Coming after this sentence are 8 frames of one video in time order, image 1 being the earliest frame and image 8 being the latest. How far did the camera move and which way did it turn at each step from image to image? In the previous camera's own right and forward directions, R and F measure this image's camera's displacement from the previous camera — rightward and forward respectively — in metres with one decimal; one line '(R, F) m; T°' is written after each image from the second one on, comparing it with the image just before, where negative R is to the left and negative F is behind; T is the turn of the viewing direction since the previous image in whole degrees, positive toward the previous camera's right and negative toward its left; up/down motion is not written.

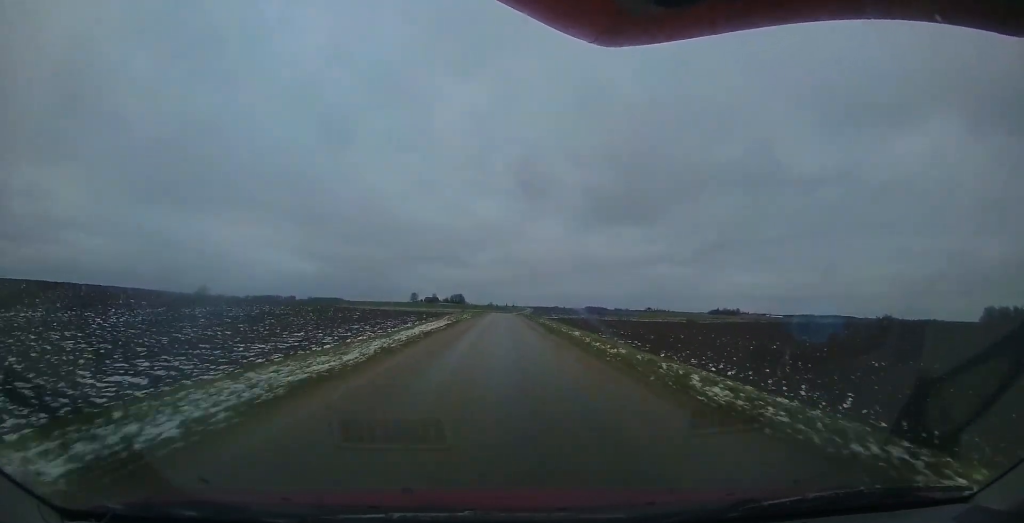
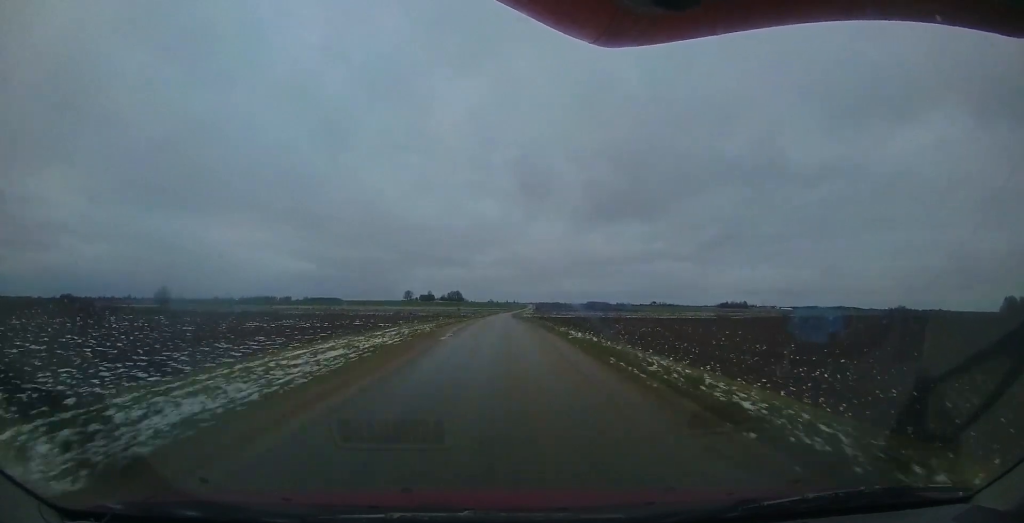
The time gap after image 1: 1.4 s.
(+0.6, +33.7) m; 0°
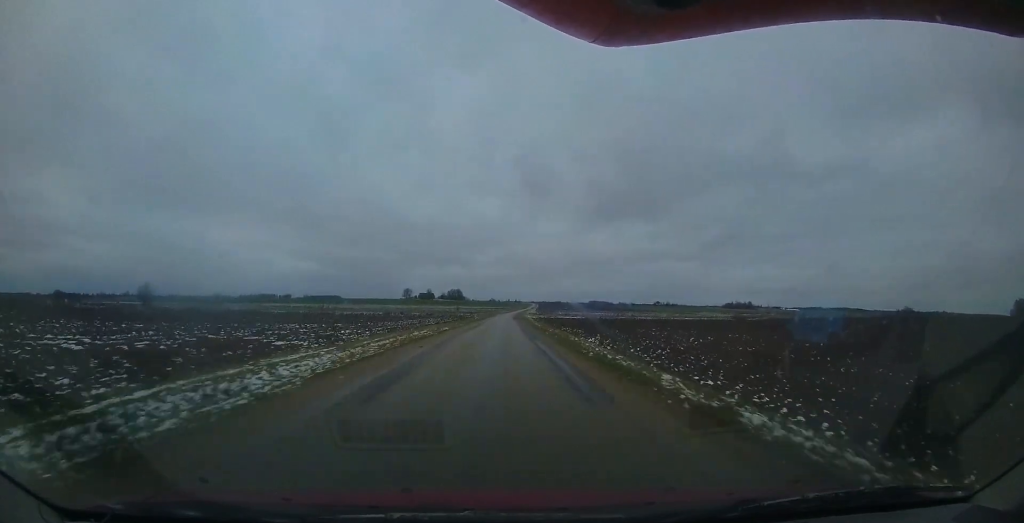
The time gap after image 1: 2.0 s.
(-0.3, +14.0) m; 0°
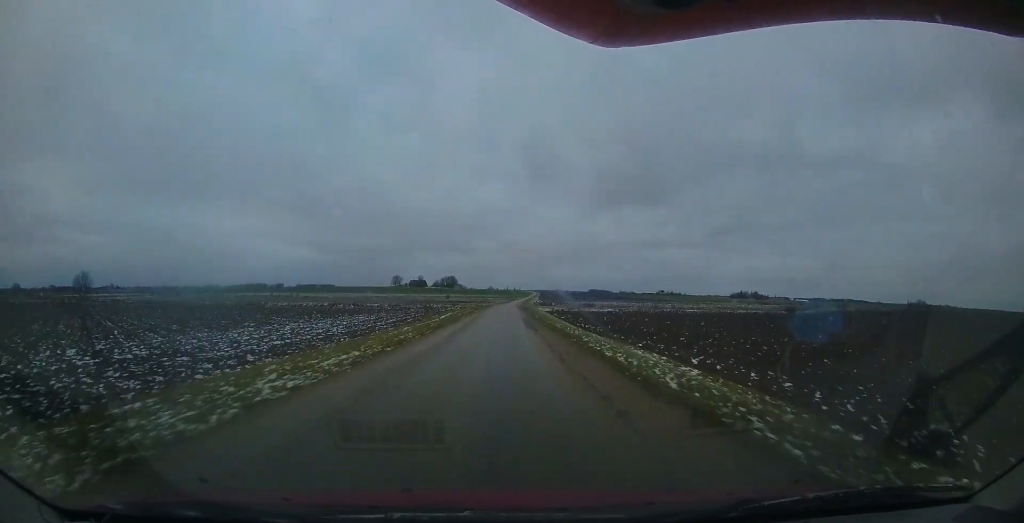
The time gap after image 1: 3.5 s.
(+0.1, +39.2) m; +1°
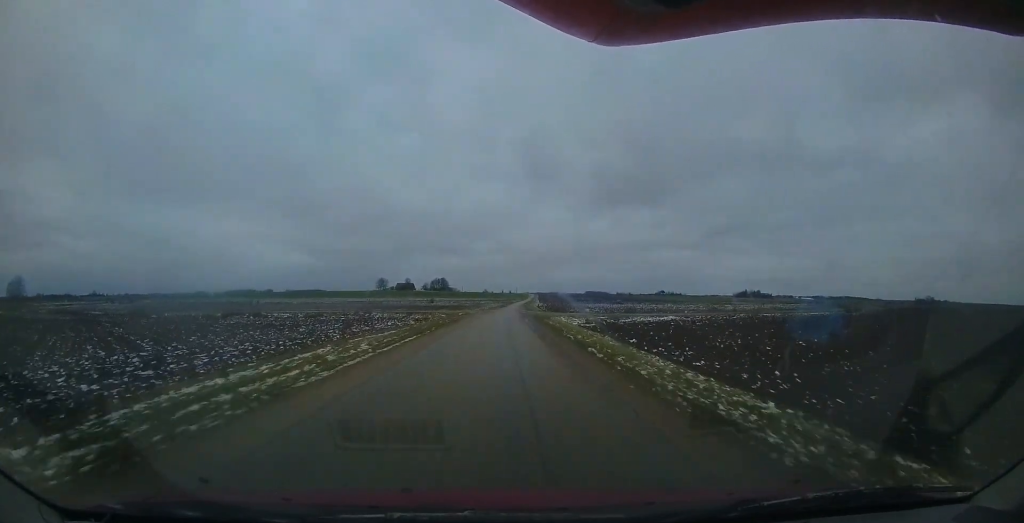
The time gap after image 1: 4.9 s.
(0.0, +35.3) m; 0°
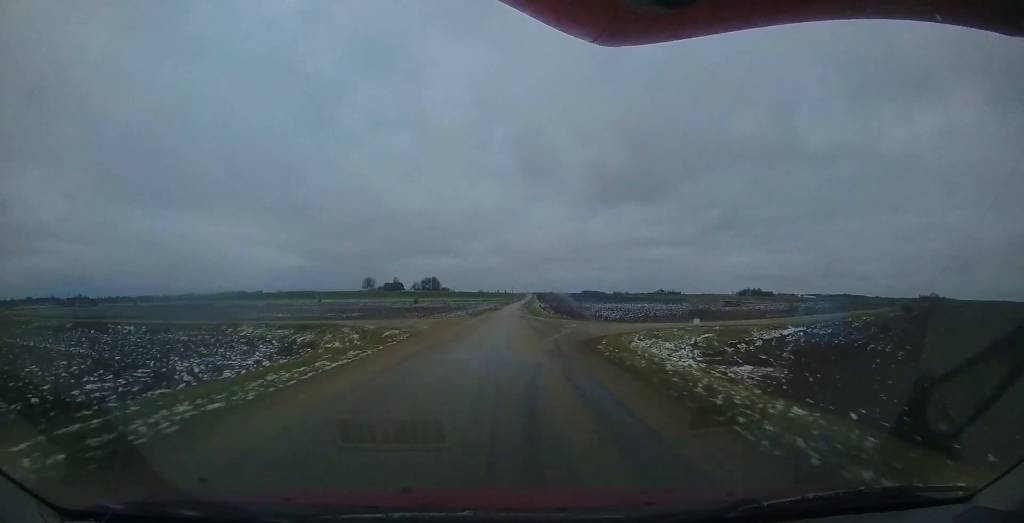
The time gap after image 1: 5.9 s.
(0.0, +25.6) m; 0°
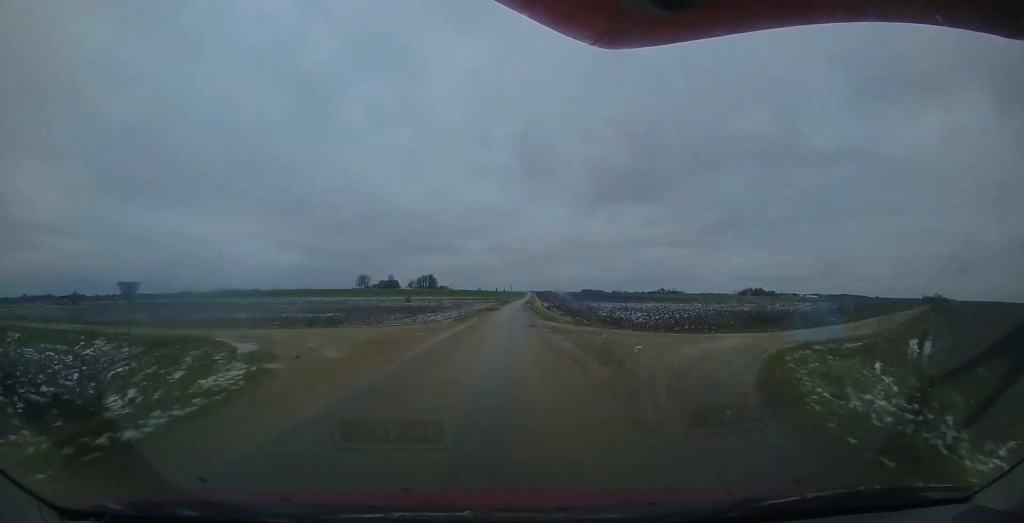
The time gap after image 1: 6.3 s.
(0.0, +11.6) m; 0°
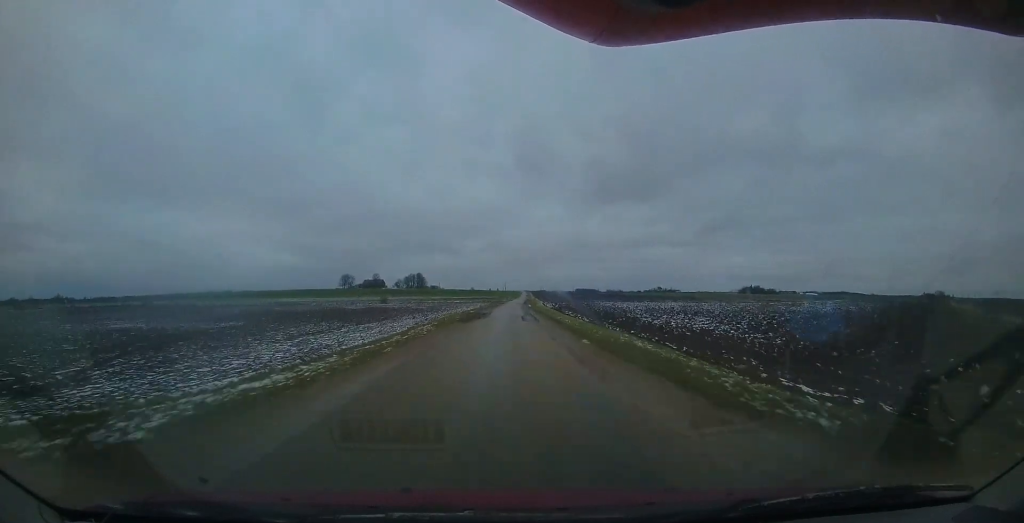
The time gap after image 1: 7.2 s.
(0.0, +23.4) m; +2°
